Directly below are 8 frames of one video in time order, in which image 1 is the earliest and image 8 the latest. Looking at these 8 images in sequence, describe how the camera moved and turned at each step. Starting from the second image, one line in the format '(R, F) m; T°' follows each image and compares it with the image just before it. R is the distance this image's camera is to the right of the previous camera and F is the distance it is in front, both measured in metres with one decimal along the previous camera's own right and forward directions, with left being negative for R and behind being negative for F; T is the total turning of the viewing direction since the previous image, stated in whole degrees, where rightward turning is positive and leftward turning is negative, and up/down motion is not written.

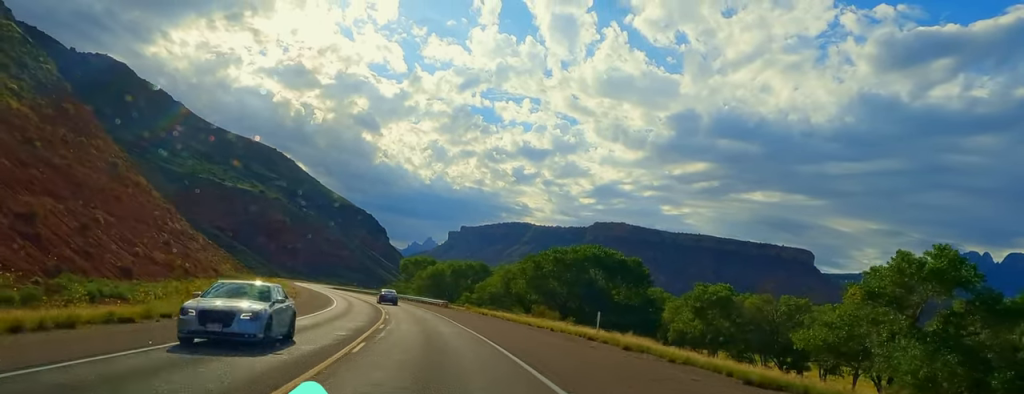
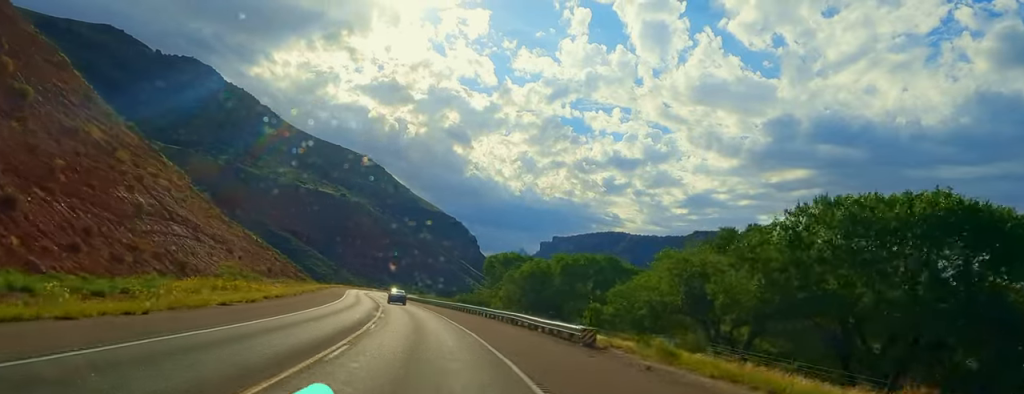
(-4.0, +51.6) m; -7°
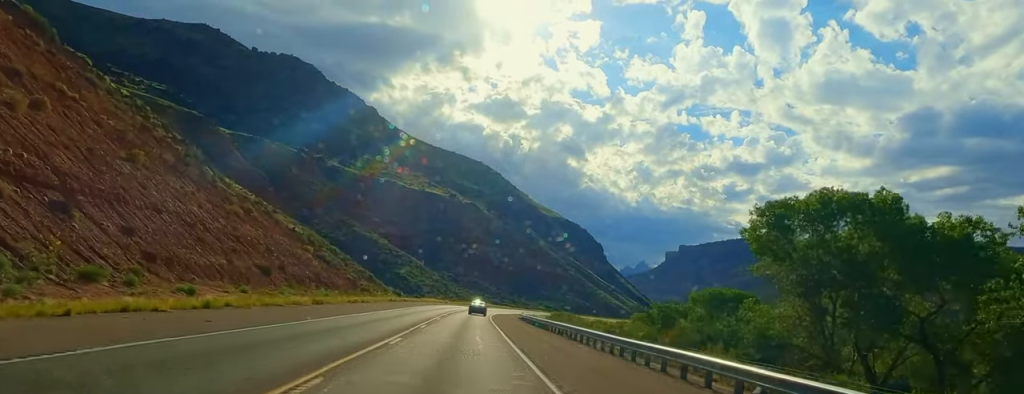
(-5.2, +80.8) m; -4°
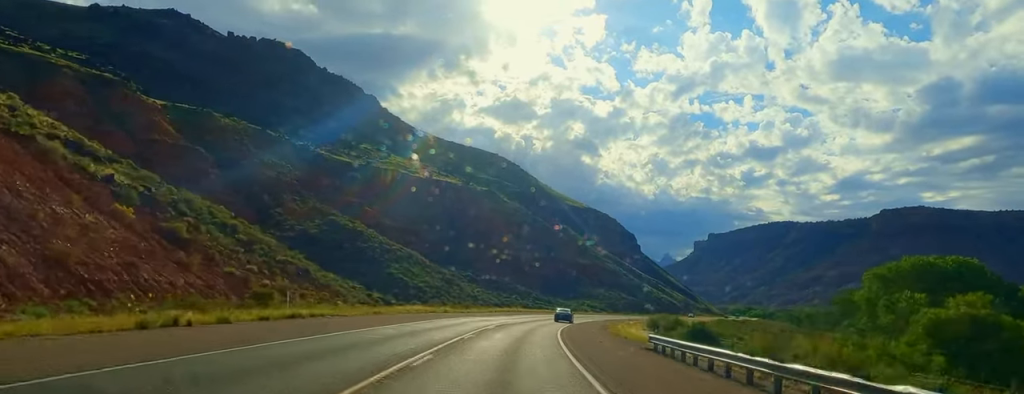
(+1.7, +66.5) m; +5°
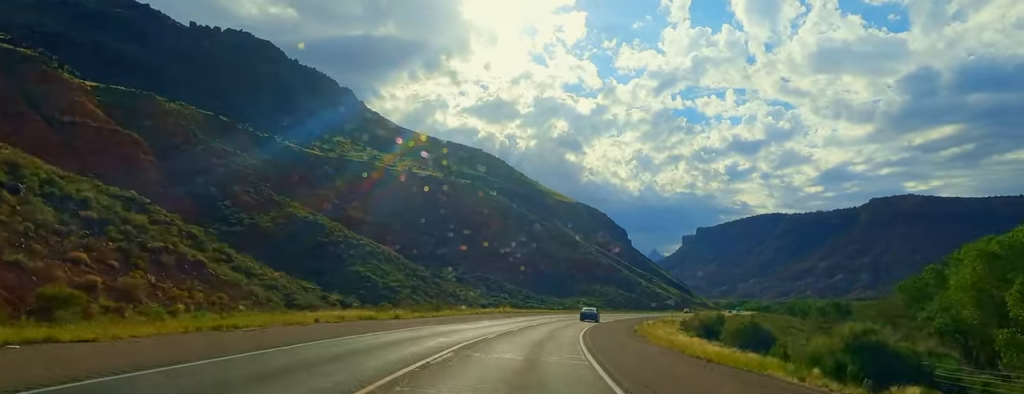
(+0.4, +23.8) m; +3°
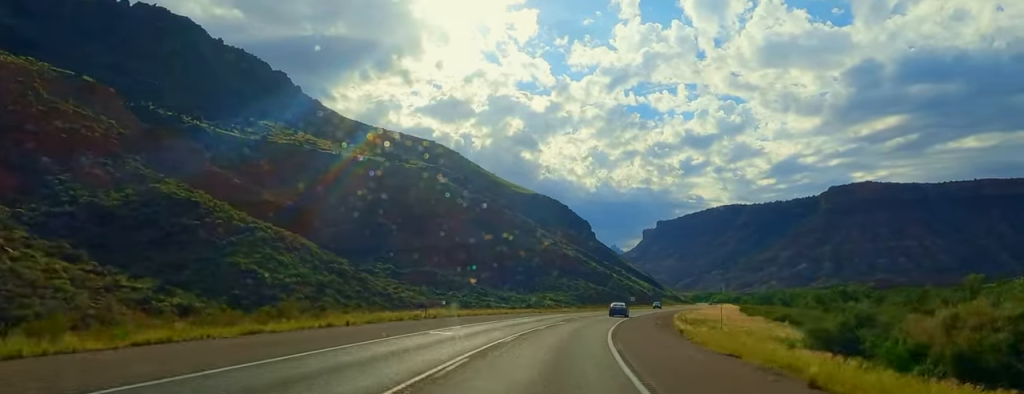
(+1.7, +39.5) m; +4°
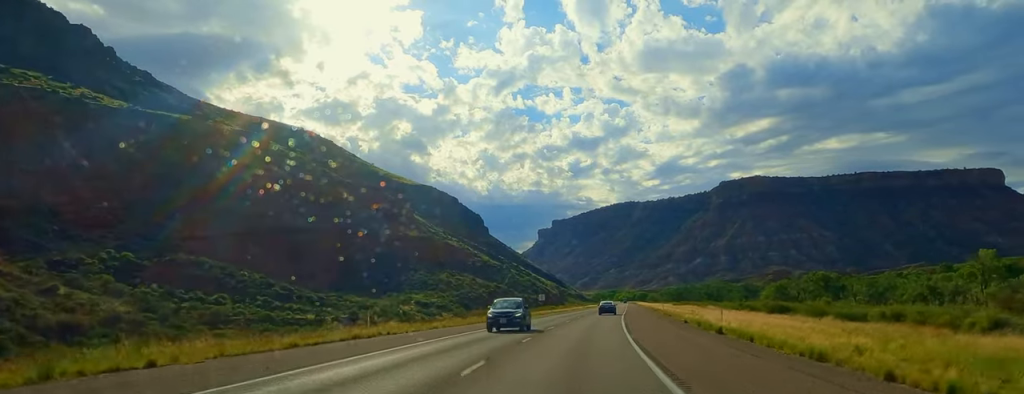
(+4.8, +72.1) m; +7°
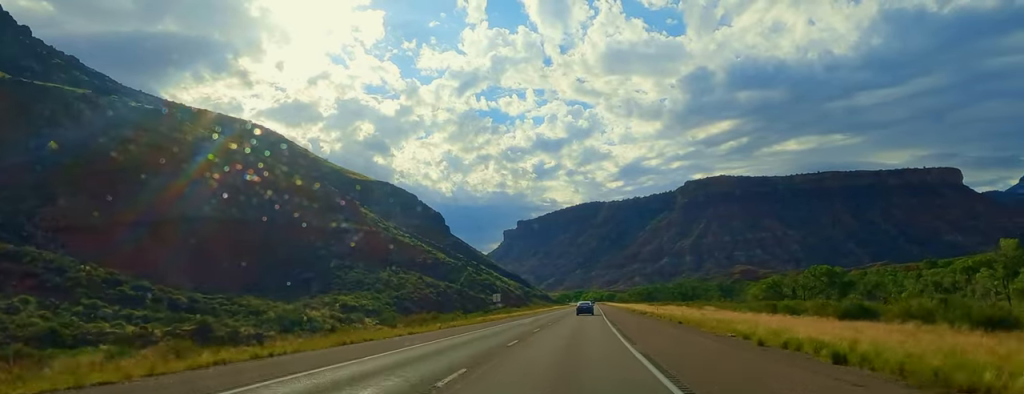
(+0.5, +26.1) m; +2°
